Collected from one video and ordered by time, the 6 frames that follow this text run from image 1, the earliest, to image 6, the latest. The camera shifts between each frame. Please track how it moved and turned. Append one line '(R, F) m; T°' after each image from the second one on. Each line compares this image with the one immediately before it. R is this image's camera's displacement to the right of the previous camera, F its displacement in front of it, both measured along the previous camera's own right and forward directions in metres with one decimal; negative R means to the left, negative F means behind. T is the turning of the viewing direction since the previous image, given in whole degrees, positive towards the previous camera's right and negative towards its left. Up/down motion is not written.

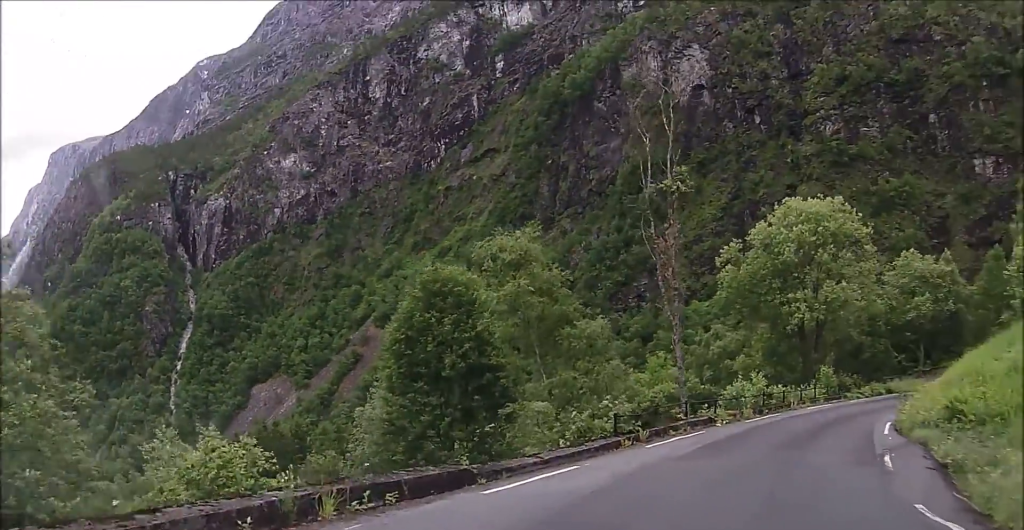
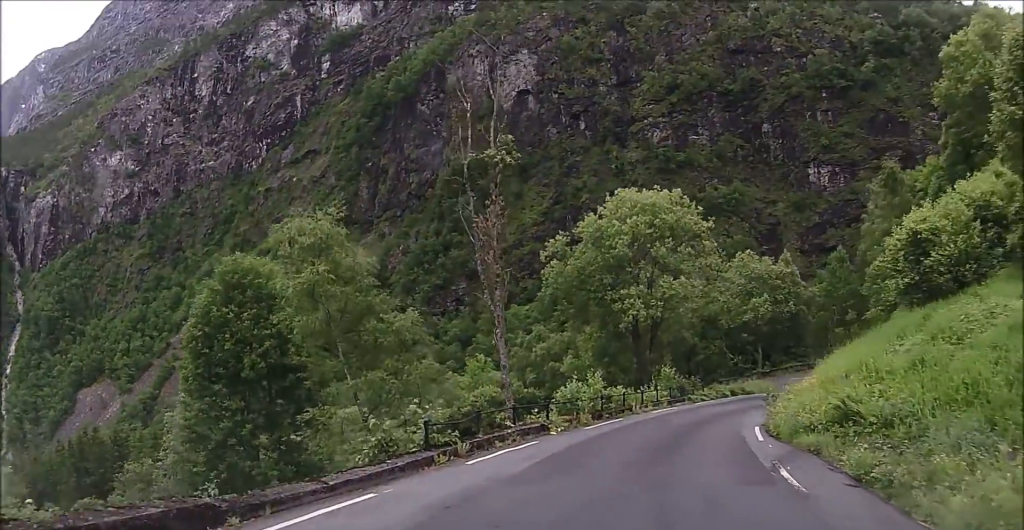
(+0.5, +2.8) m; +11°
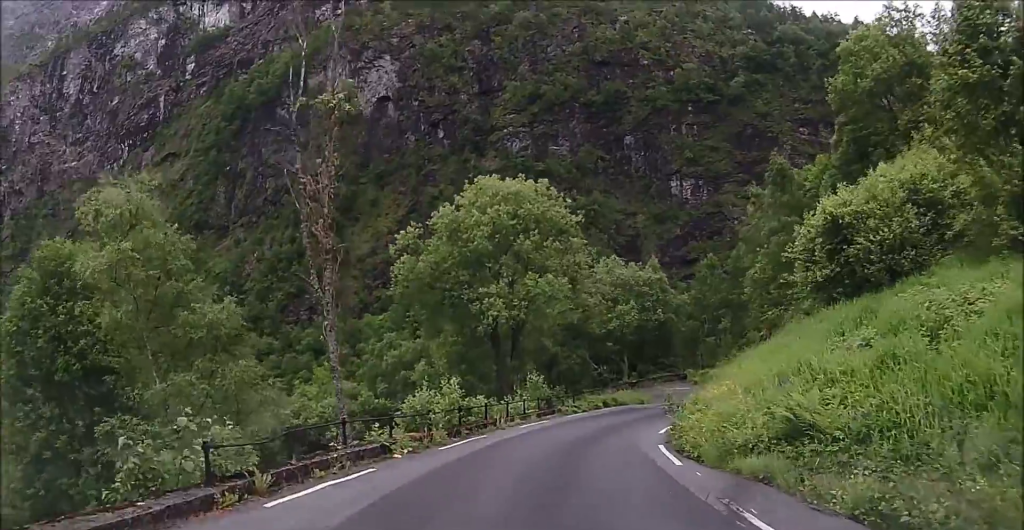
(+0.4, +3.8) m; +8°
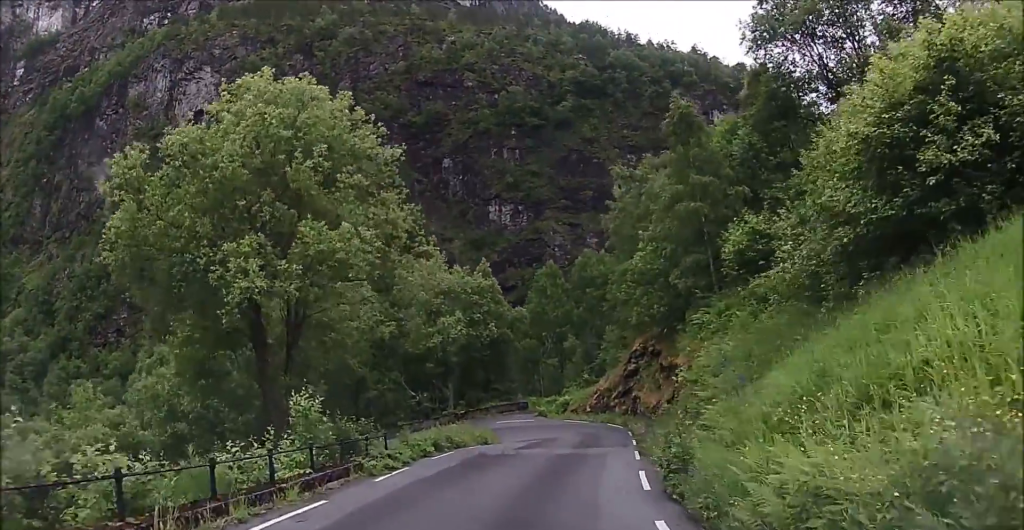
(+2.4, +13.0) m; +18°
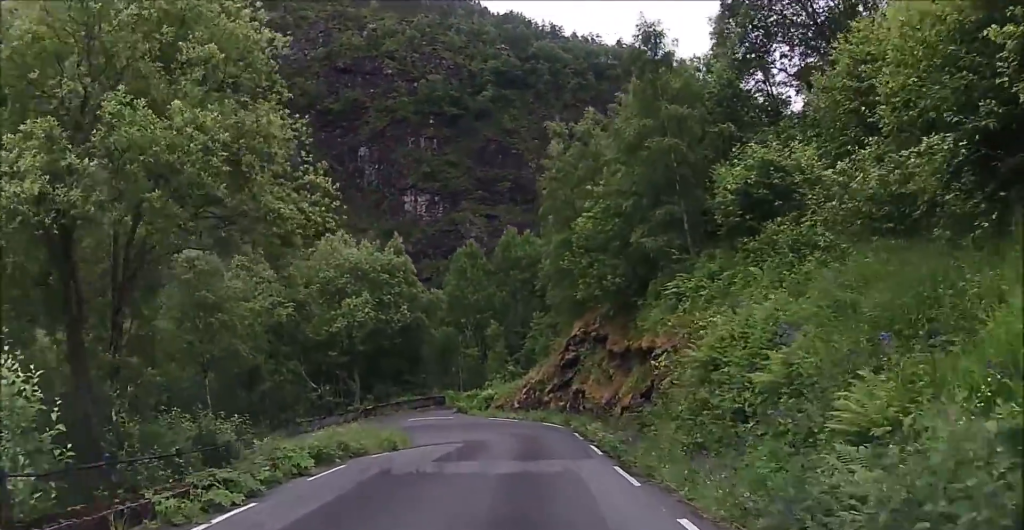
(-0.2, +6.5) m; +4°
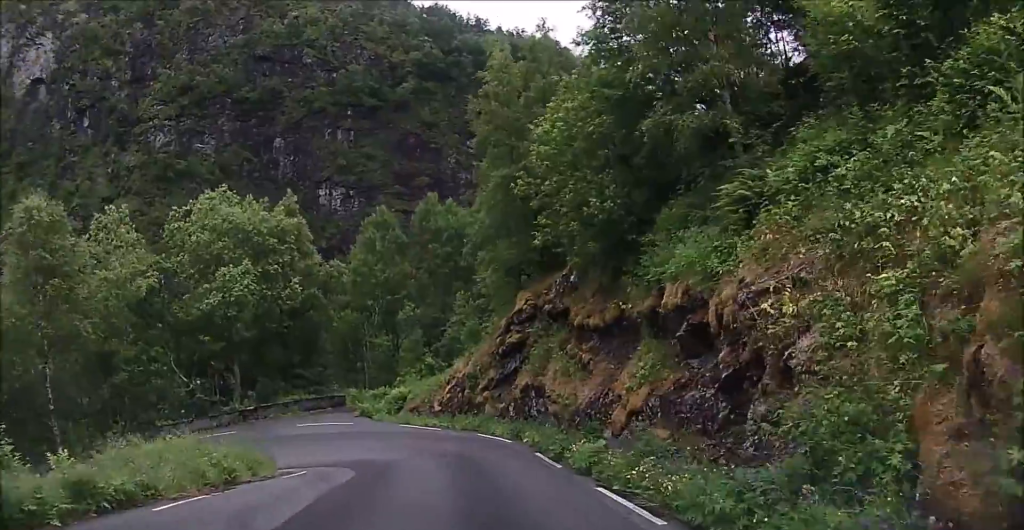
(+1.0, +9.2) m; +6°
